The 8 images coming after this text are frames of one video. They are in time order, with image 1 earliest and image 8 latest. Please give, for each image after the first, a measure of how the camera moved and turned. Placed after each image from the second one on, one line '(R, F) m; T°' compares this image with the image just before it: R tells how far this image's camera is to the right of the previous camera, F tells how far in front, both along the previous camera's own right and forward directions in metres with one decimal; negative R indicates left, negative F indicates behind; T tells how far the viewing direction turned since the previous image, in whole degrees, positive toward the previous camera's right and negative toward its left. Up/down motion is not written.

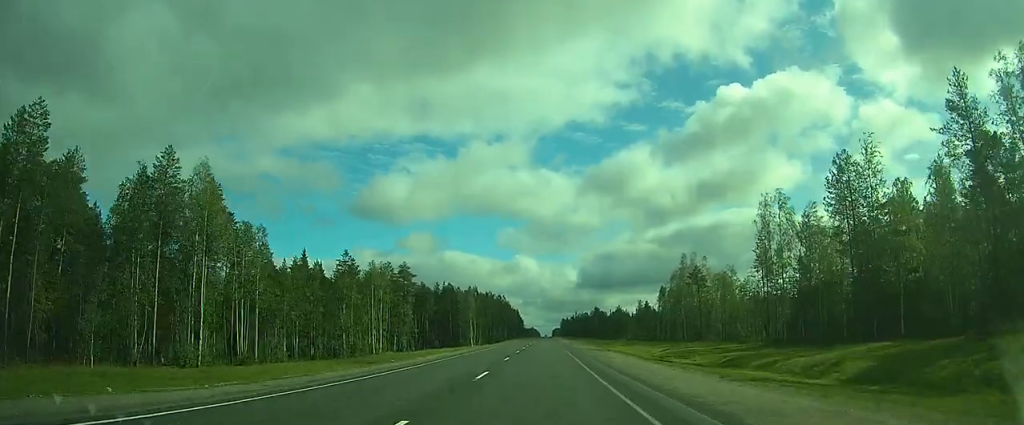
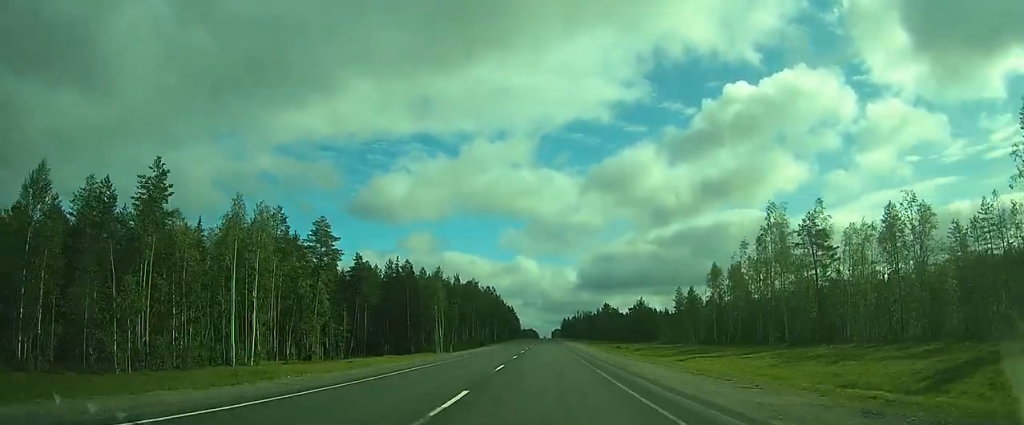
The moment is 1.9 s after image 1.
(-0.6, +43.2) m; -1°
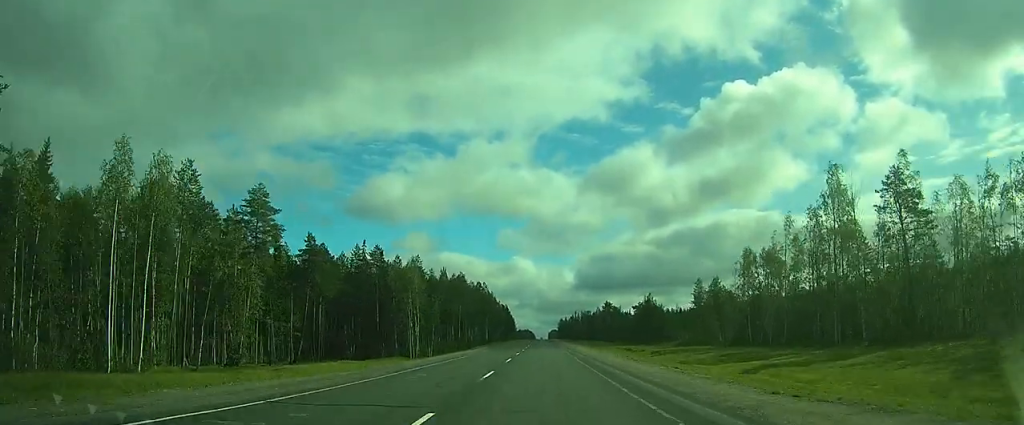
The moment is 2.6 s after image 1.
(-0.1, +15.9) m; 0°
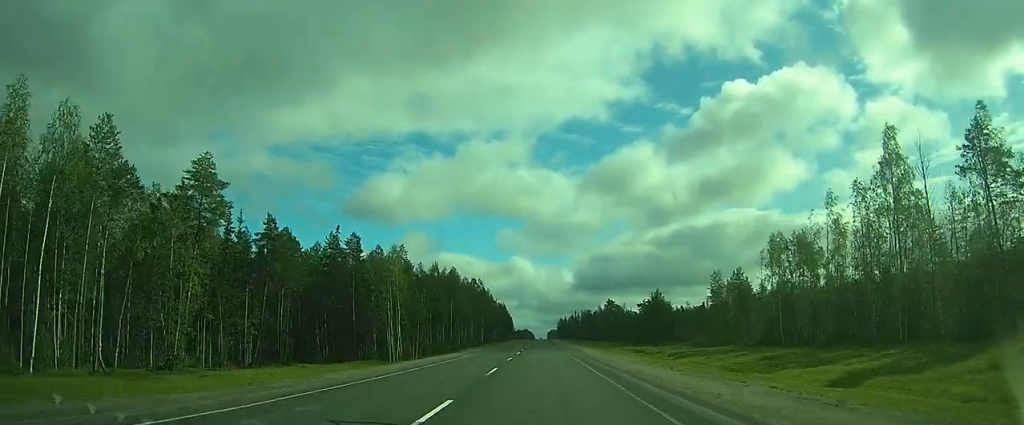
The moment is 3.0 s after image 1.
(0.0, +9.8) m; 0°
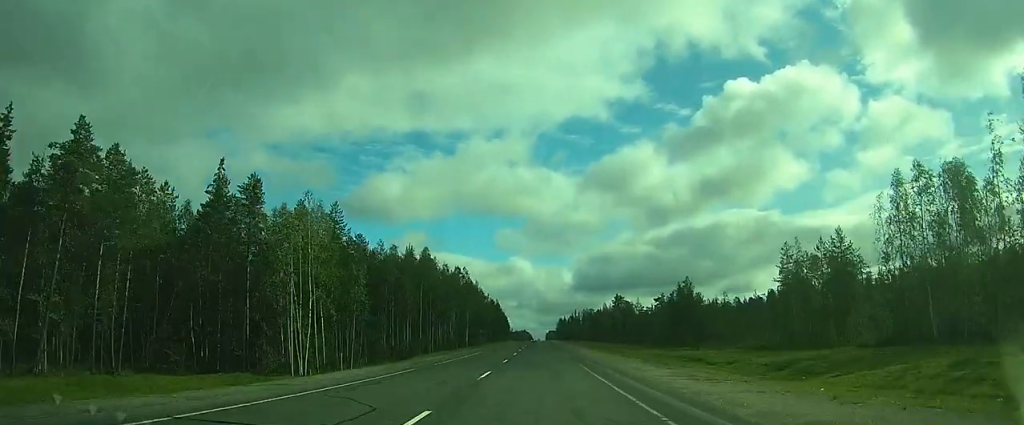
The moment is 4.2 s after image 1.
(0.0, +25.8) m; 0°
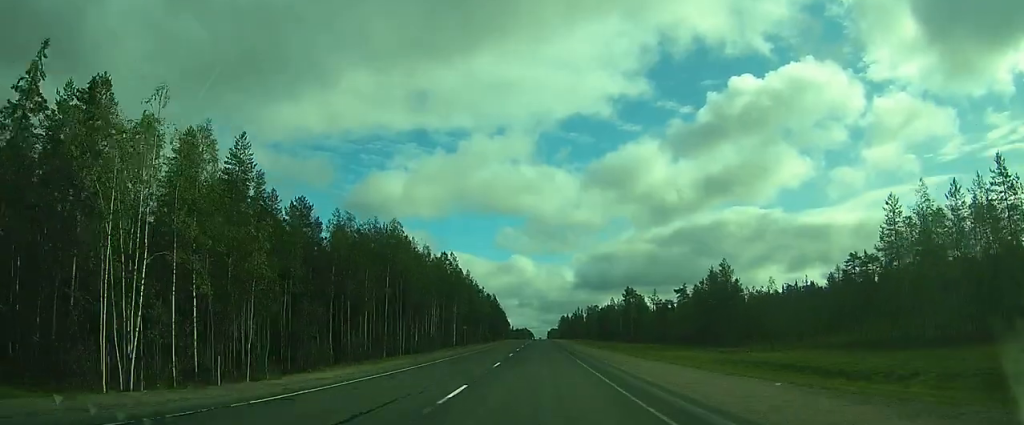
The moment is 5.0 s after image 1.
(0.0, +19.0) m; 0°
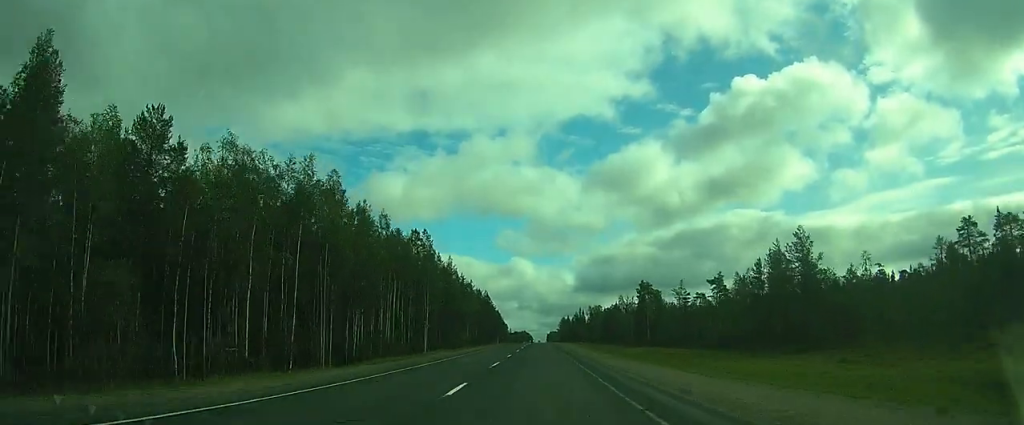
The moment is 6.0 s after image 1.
(0.0, +23.5) m; 0°
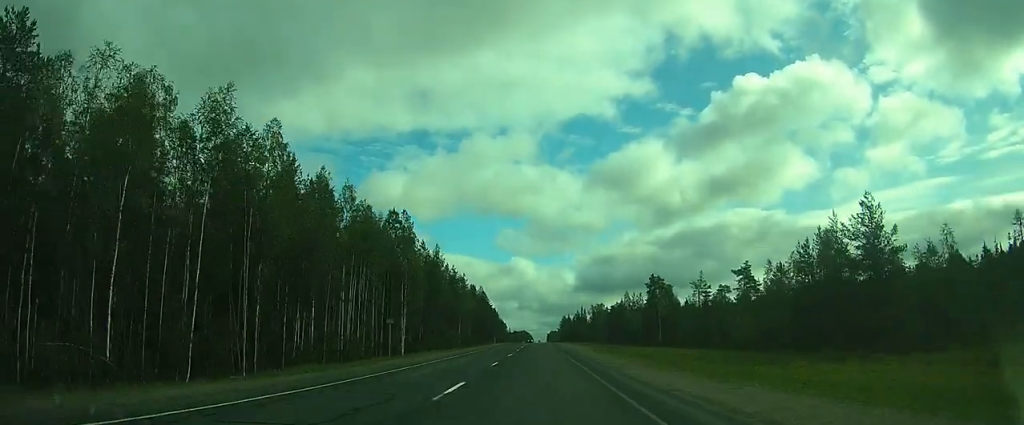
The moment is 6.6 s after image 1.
(0.0, +12.0) m; 0°
